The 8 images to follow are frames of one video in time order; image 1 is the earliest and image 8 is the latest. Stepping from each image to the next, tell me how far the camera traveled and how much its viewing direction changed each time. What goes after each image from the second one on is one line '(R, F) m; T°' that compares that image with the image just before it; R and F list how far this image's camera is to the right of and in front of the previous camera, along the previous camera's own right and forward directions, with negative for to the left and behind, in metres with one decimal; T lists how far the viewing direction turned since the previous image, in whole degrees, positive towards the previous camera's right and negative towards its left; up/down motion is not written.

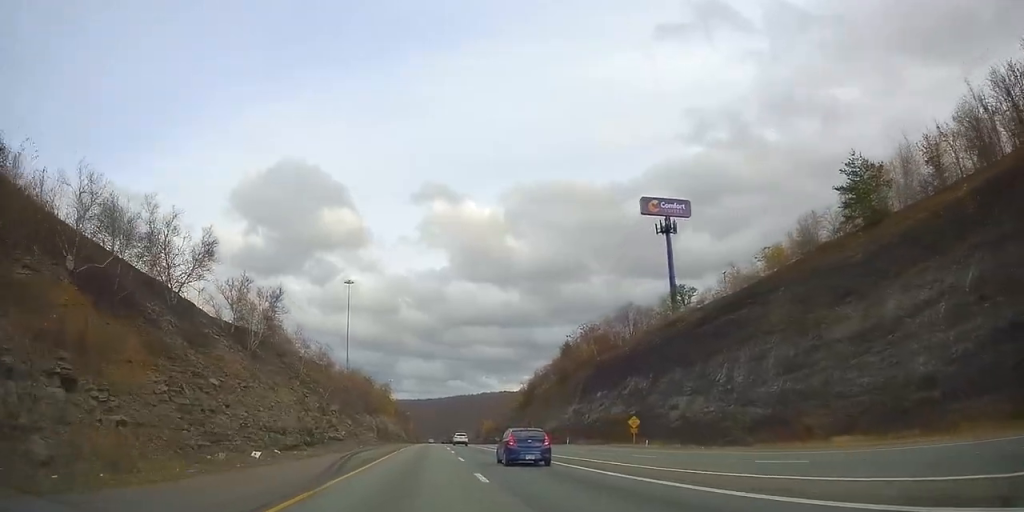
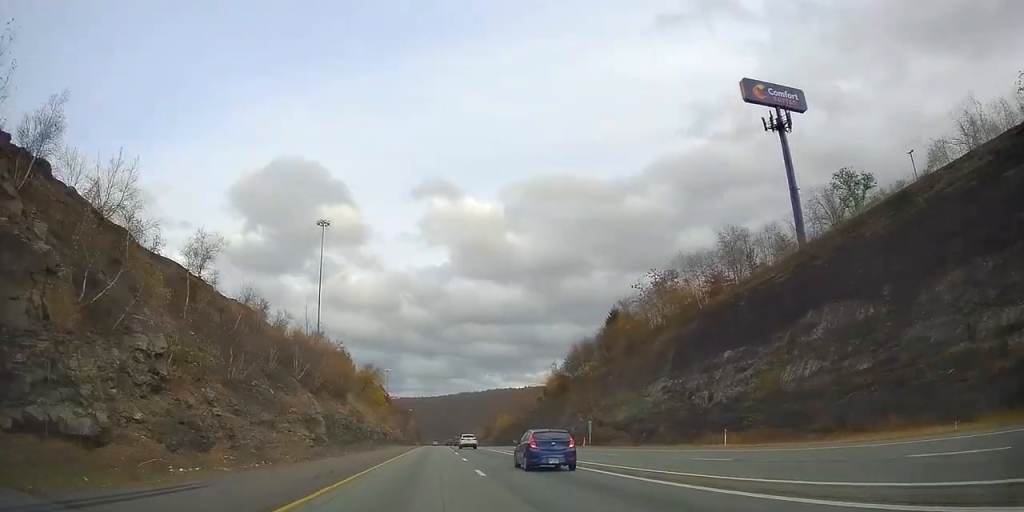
(+0.1, +44.7) m; 0°
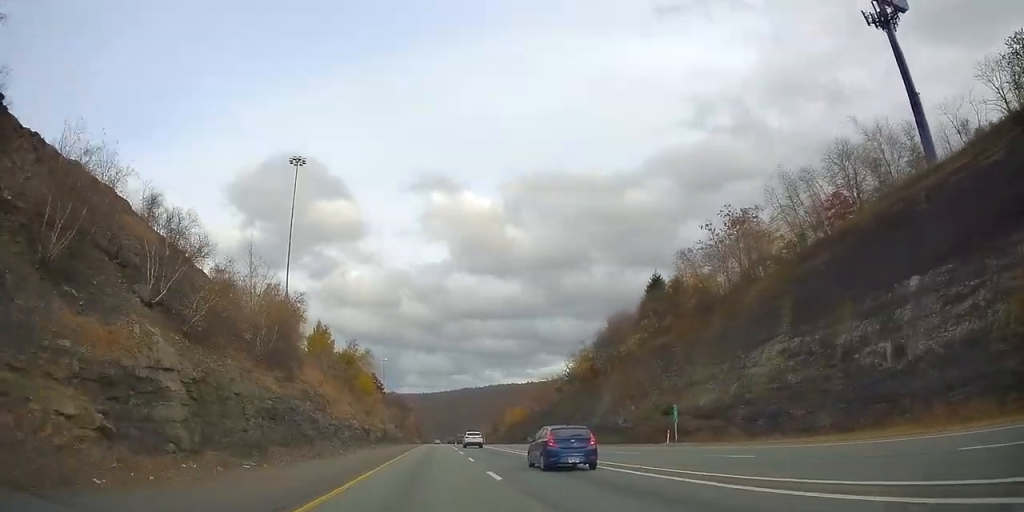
(0.0, +26.3) m; 0°
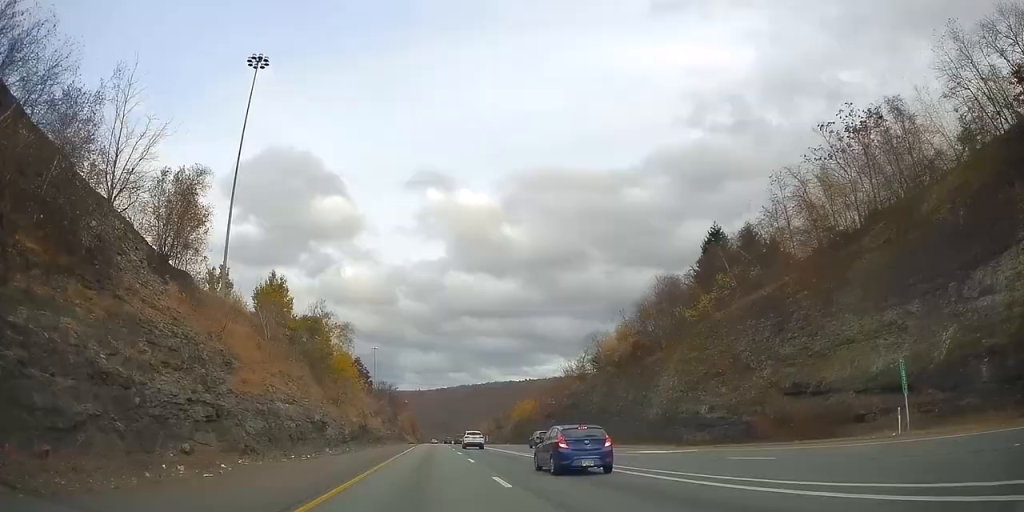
(+0.1, +26.3) m; 0°
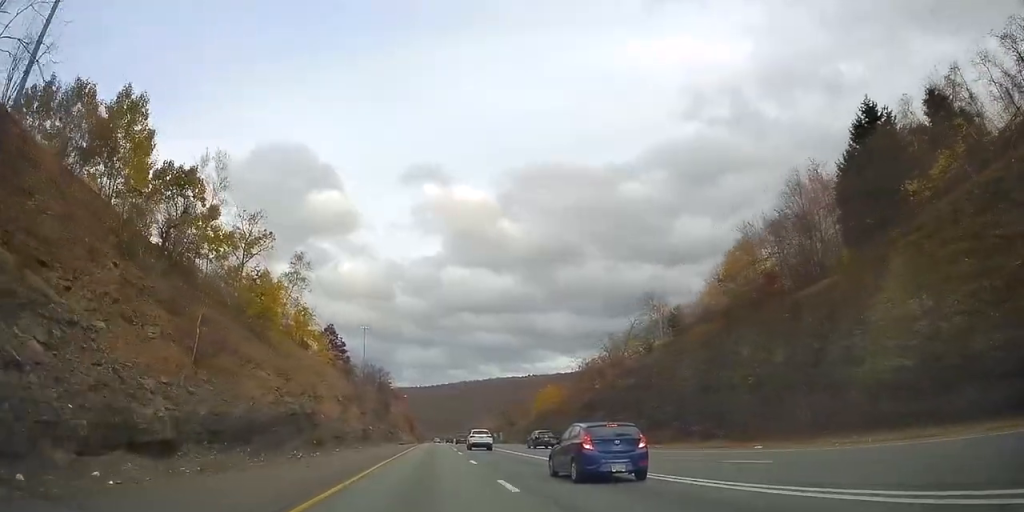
(-0.2, +37.1) m; -1°
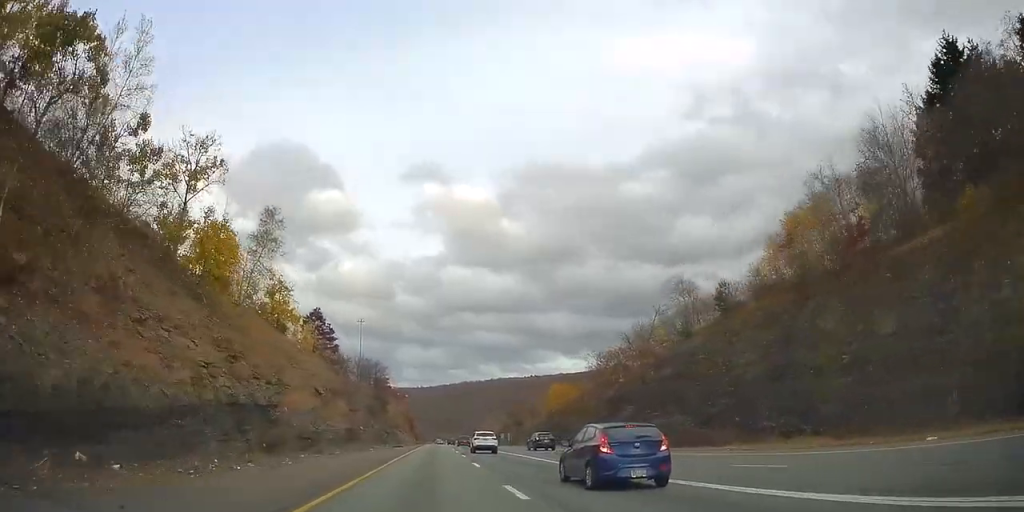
(-0.5, +12.9) m; 0°
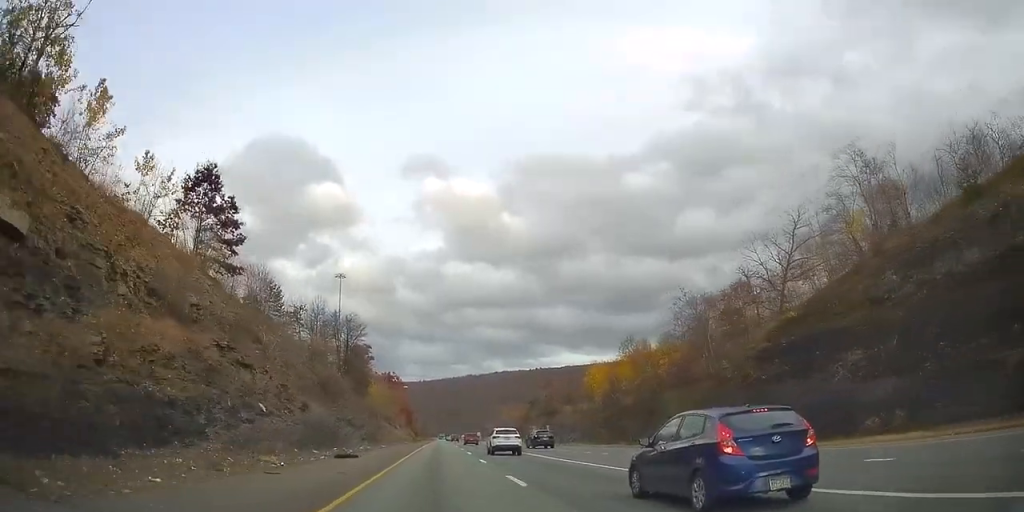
(+0.6, +45.1) m; 0°
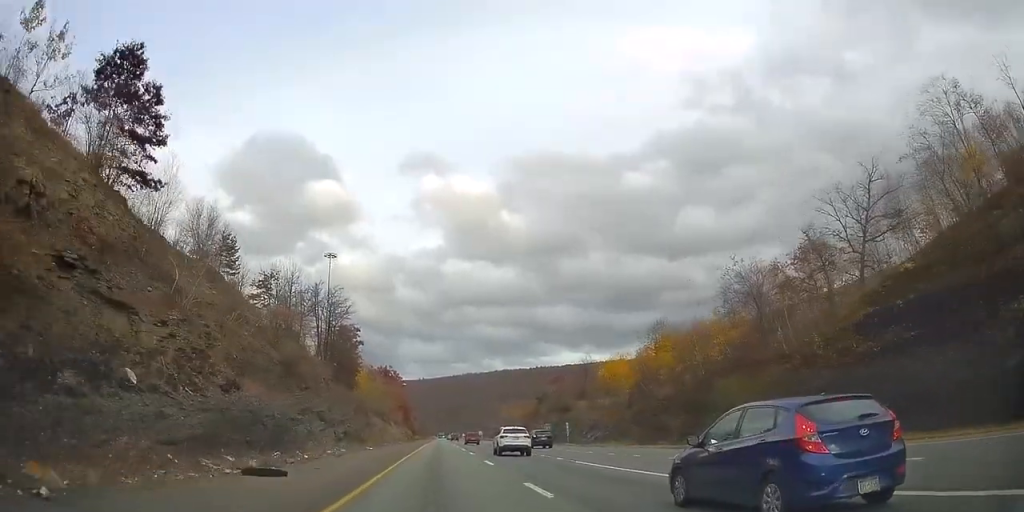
(-0.4, +14.4) m; 0°
